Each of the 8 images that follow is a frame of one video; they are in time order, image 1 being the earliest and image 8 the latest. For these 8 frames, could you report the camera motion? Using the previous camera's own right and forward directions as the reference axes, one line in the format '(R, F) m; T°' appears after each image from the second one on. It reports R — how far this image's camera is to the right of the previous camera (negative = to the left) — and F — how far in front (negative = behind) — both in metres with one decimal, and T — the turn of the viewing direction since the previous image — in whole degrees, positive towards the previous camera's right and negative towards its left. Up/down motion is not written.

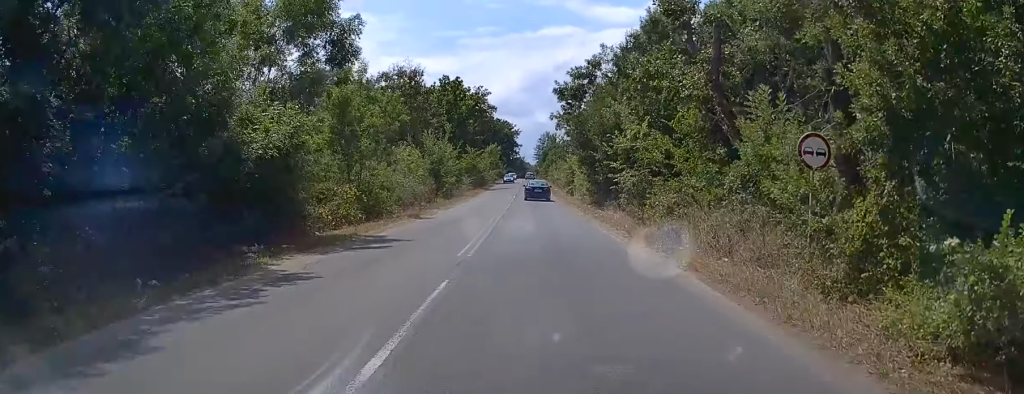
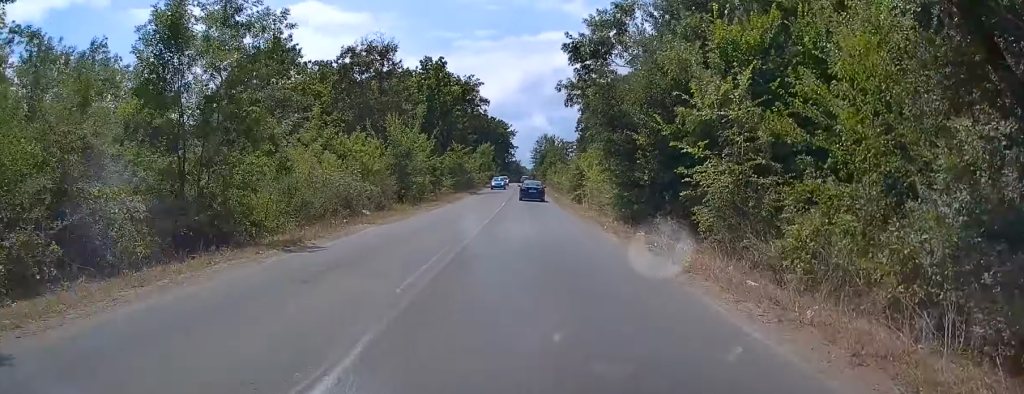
(+0.3, +13.9) m; +1°
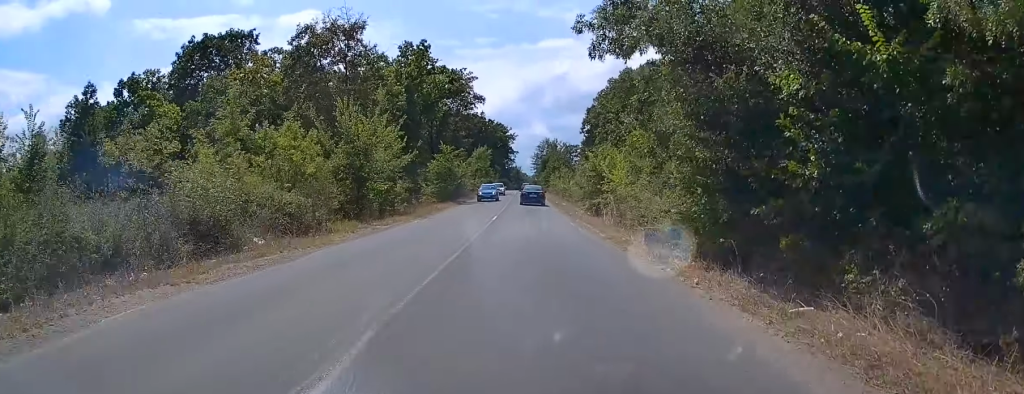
(0.0, +11.7) m; 0°
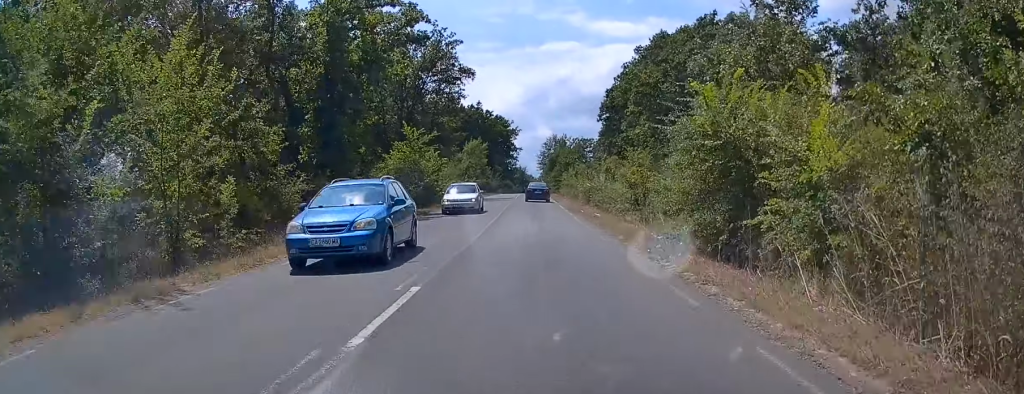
(-0.2, +23.2) m; -1°
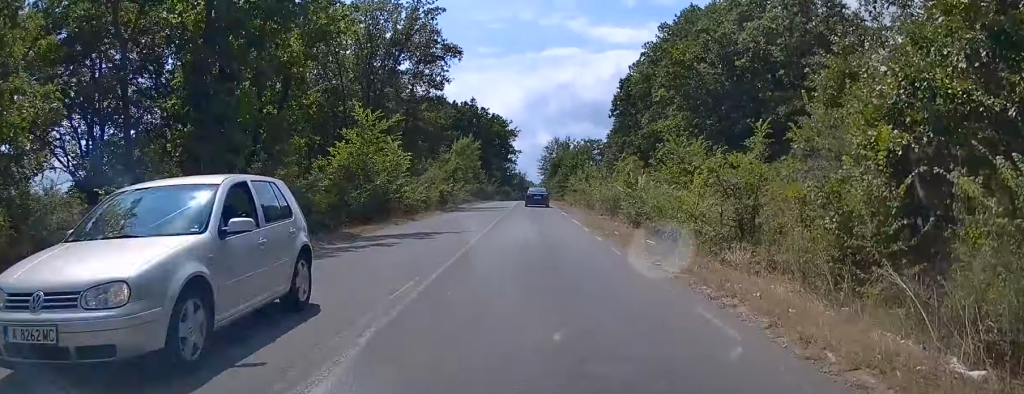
(0.0, +14.0) m; 0°
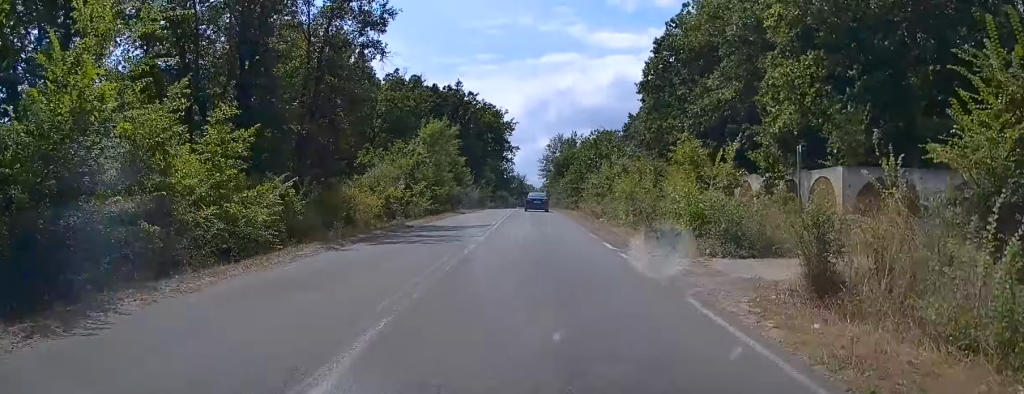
(0.0, +23.2) m; 0°
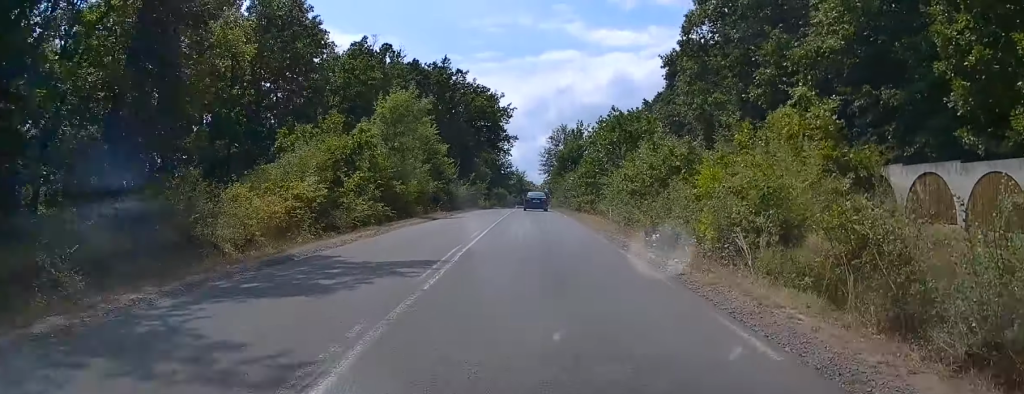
(0.0, +15.2) m; 0°
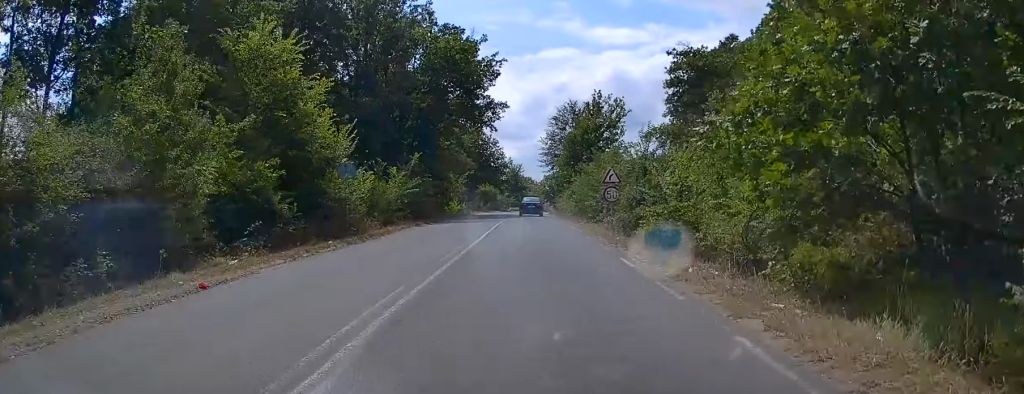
(+0.1, +33.0) m; 0°
